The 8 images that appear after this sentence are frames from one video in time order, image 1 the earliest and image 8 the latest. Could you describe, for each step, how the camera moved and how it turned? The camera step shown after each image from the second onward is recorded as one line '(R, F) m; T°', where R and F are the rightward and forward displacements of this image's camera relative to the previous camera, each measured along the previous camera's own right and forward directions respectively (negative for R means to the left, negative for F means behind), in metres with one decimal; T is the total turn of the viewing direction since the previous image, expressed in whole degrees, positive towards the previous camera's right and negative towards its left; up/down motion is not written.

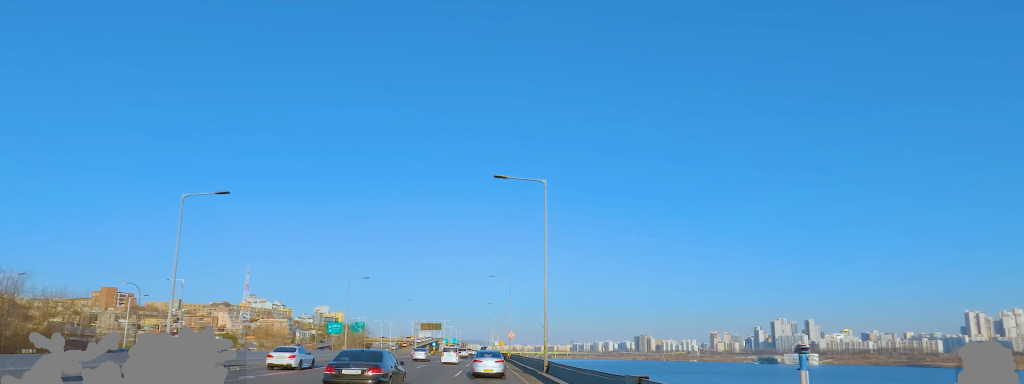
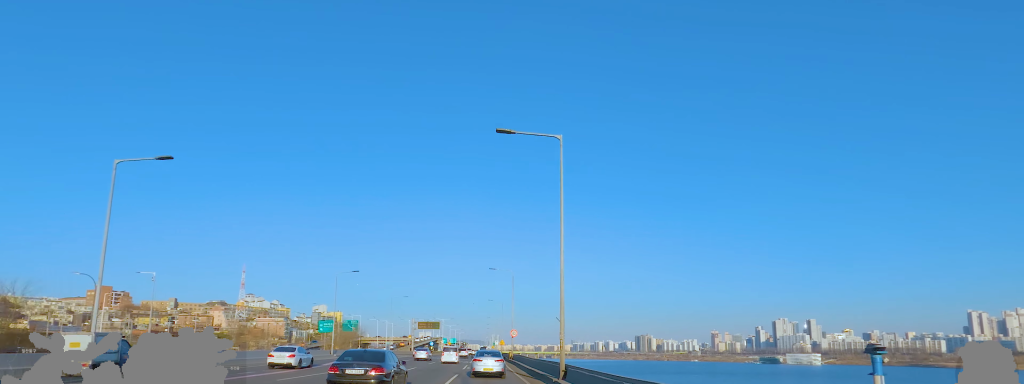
(0.0, +6.4) m; 0°
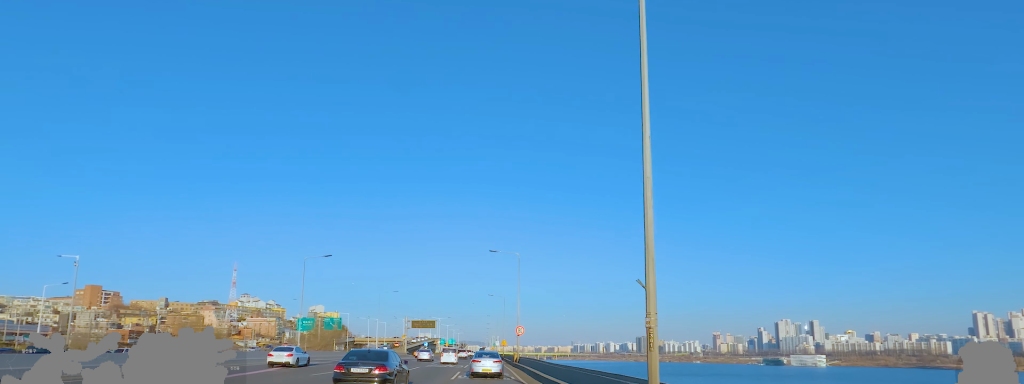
(0.0, +12.4) m; 0°
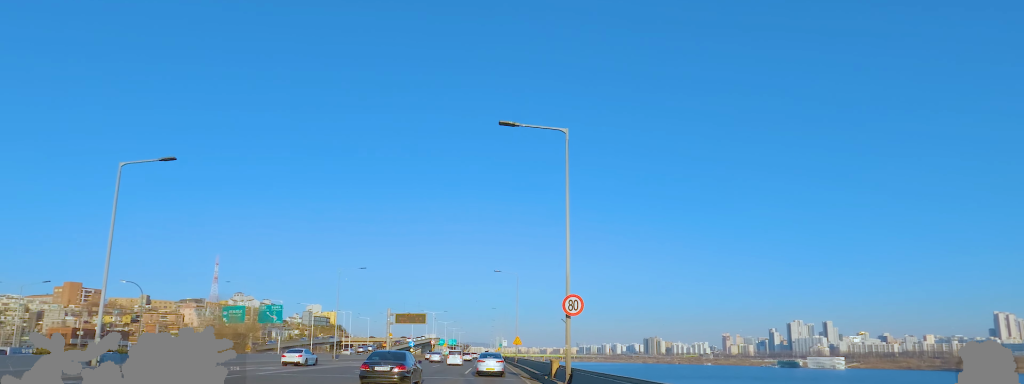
(+0.3, +30.5) m; +2°
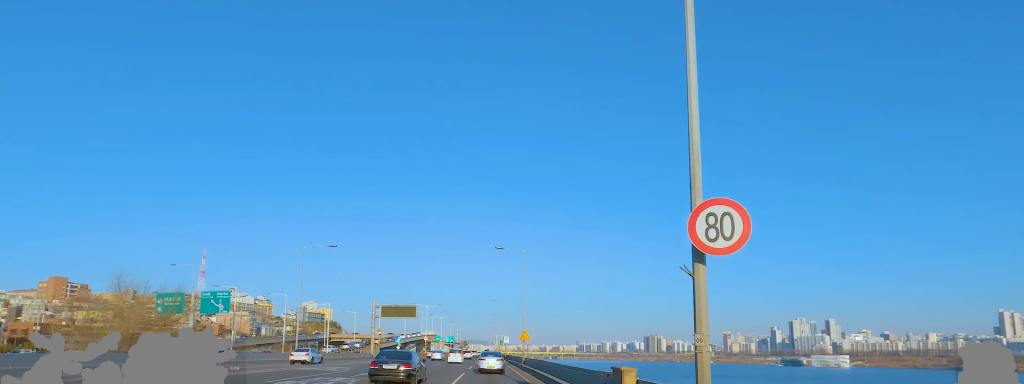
(+0.3, +14.2) m; 0°
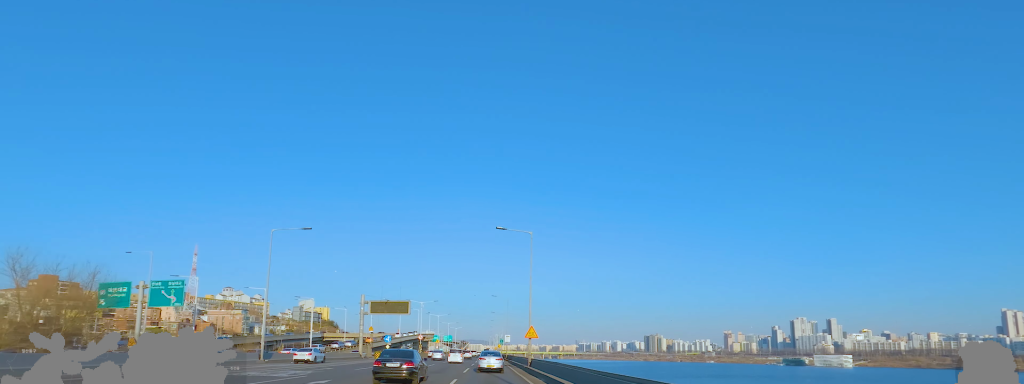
(-0.3, +8.4) m; 0°
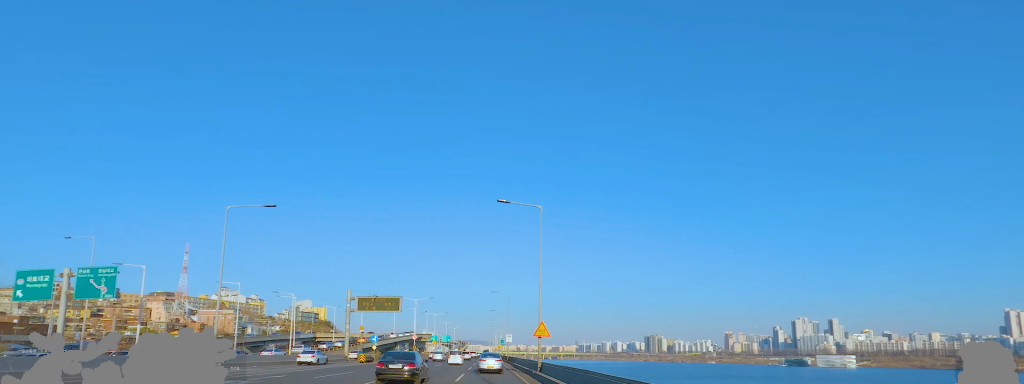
(0.0, +8.6) m; -2°
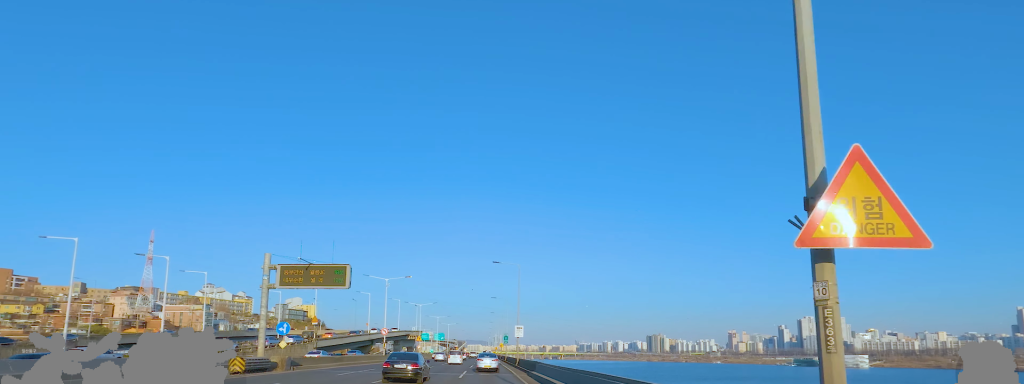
(-2.0, +29.6) m; -3°
